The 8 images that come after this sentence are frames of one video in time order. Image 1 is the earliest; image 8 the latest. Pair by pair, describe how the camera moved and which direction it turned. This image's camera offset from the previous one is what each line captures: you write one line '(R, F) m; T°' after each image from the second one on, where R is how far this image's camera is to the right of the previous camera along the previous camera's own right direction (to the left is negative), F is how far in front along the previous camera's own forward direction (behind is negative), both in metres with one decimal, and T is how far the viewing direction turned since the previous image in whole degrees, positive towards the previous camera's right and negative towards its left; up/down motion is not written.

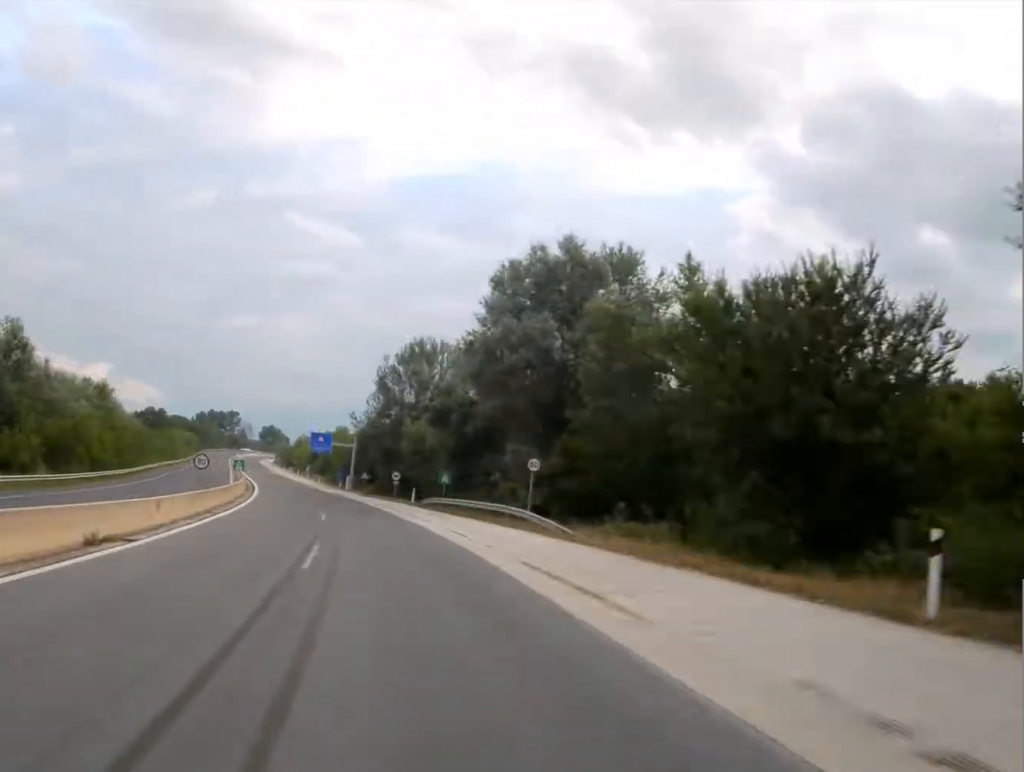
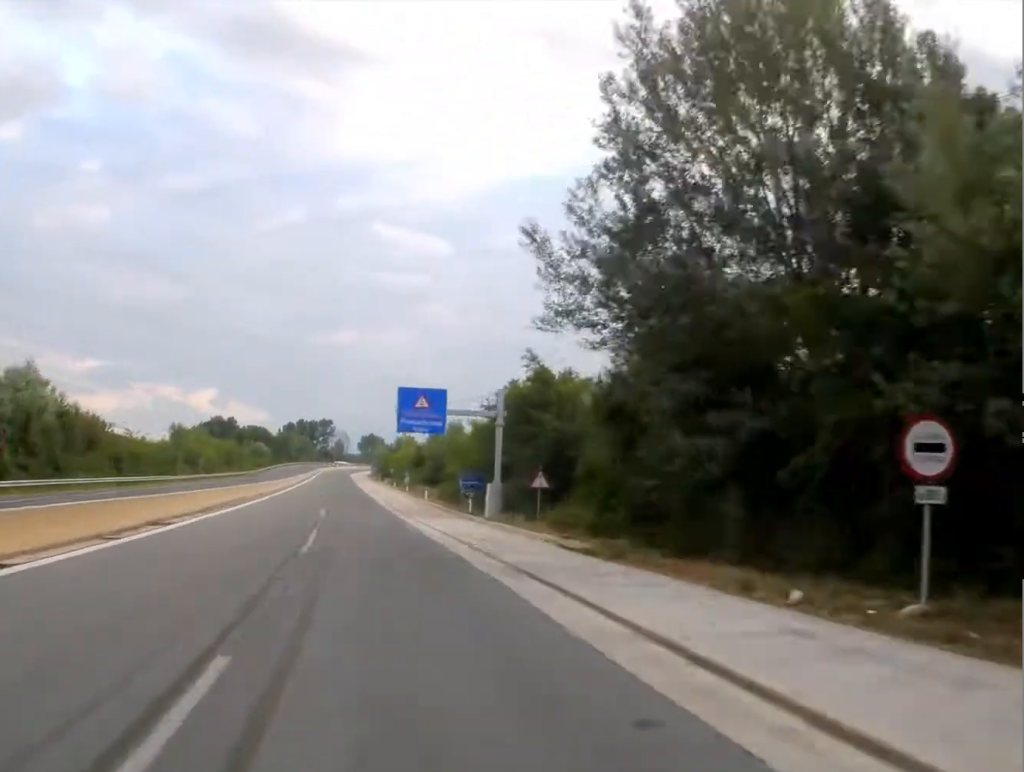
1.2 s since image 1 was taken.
(-5.1, +69.9) m; -6°
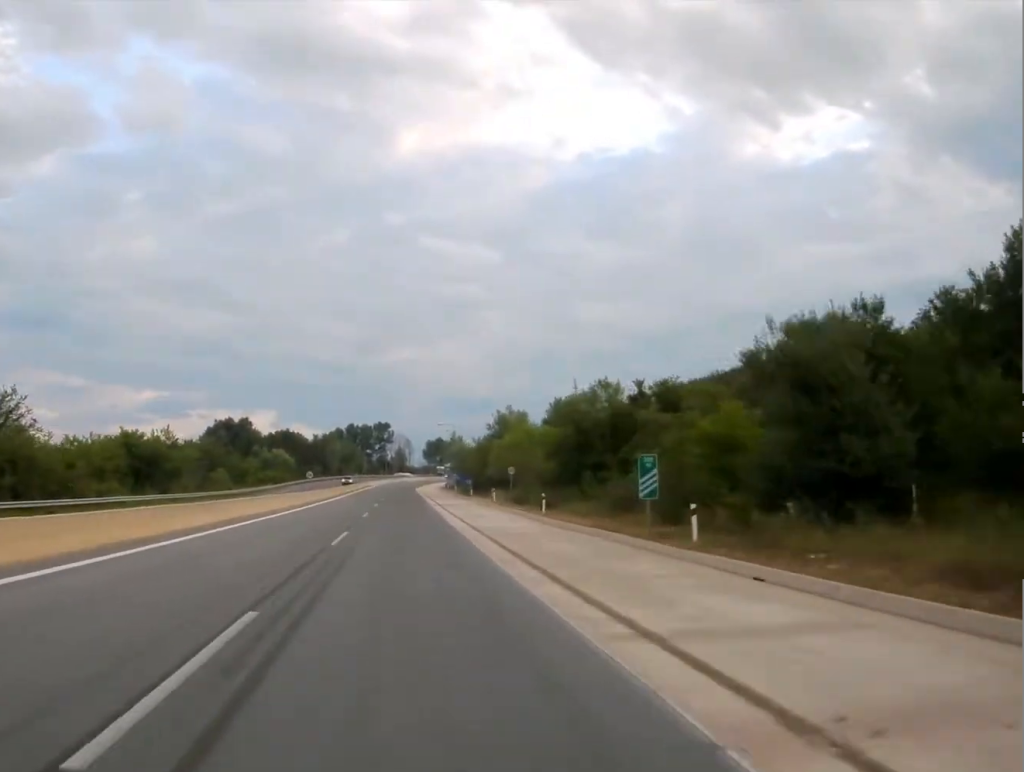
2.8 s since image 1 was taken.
(-4.7, +89.8) m; -4°
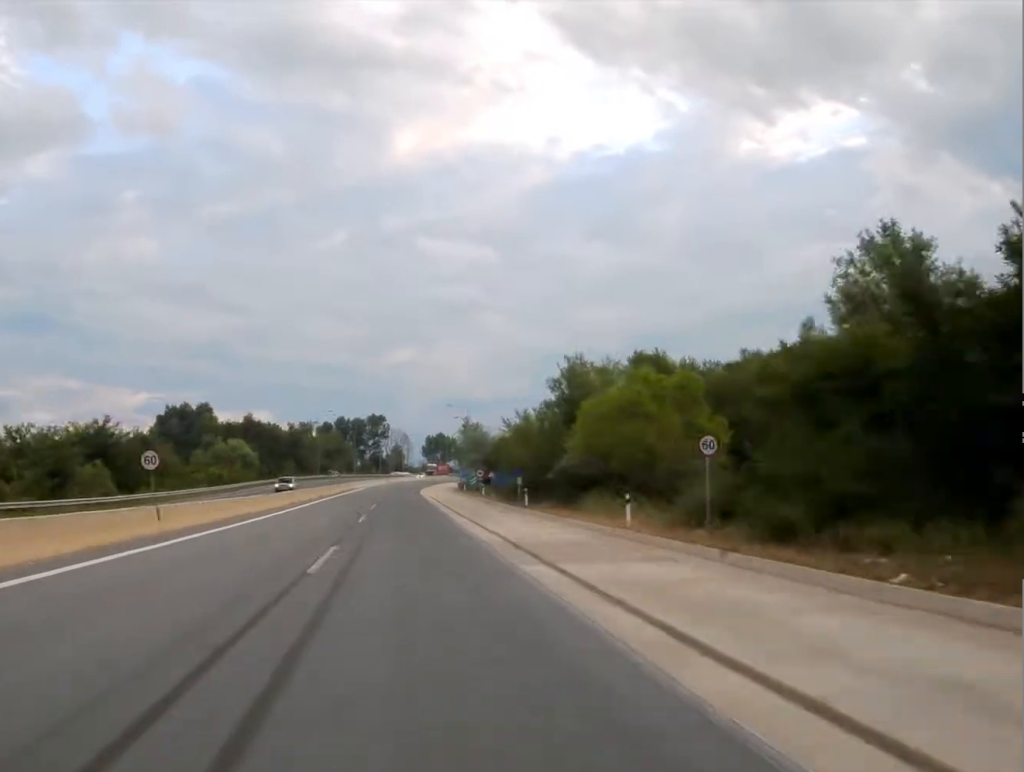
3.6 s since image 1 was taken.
(-0.2, +45.0) m; 0°
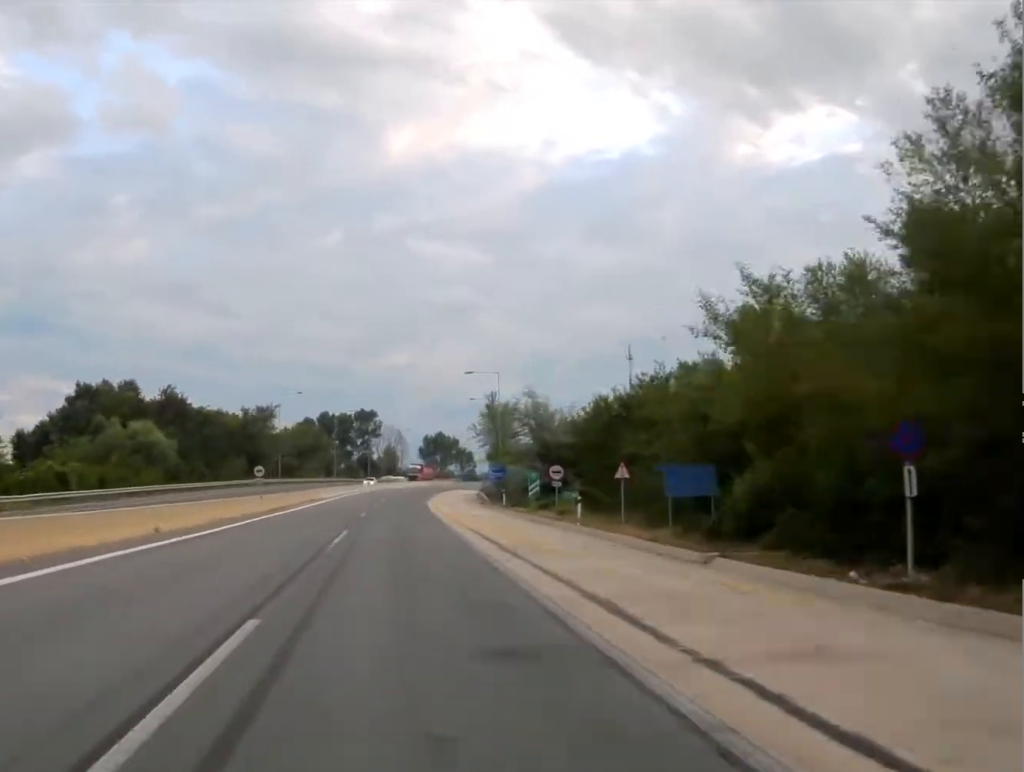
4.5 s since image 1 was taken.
(+0.1, +48.7) m; +1°
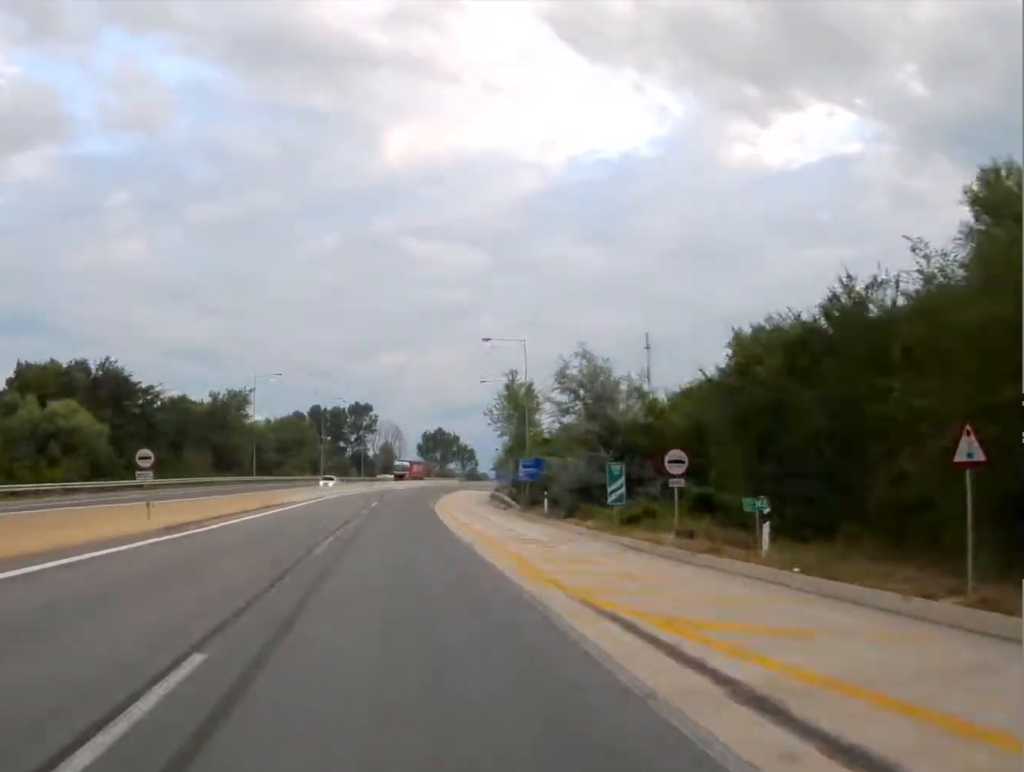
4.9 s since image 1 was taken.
(-0.1, +21.1) m; 0°
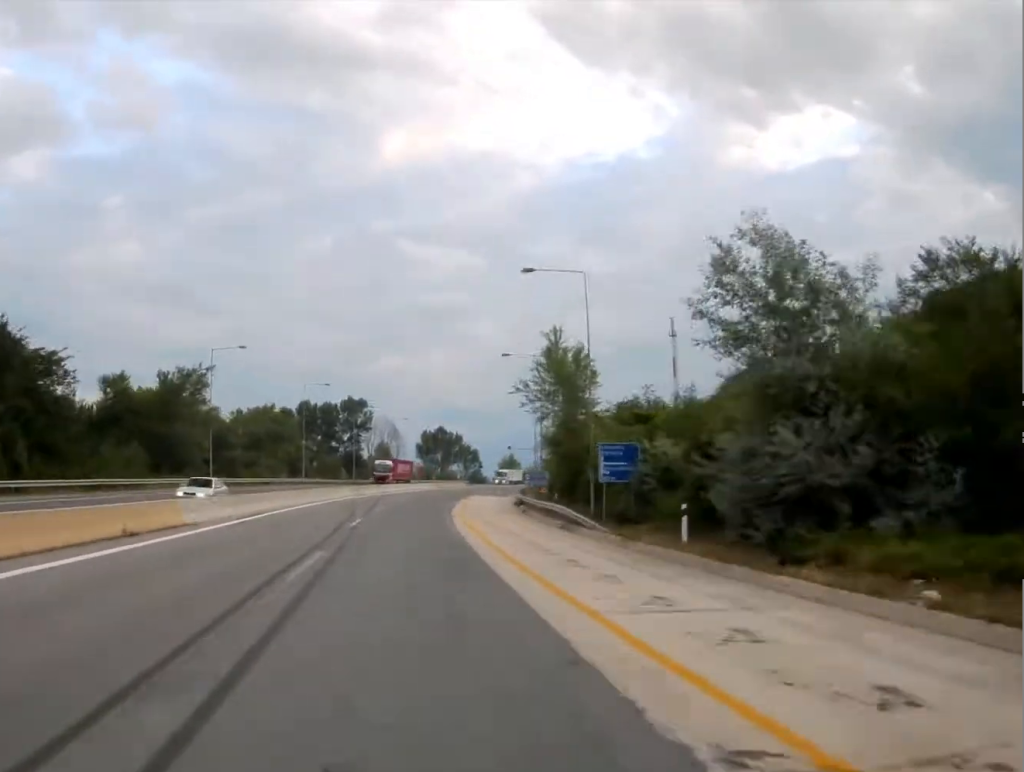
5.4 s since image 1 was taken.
(+0.4, +23.0) m; +1°
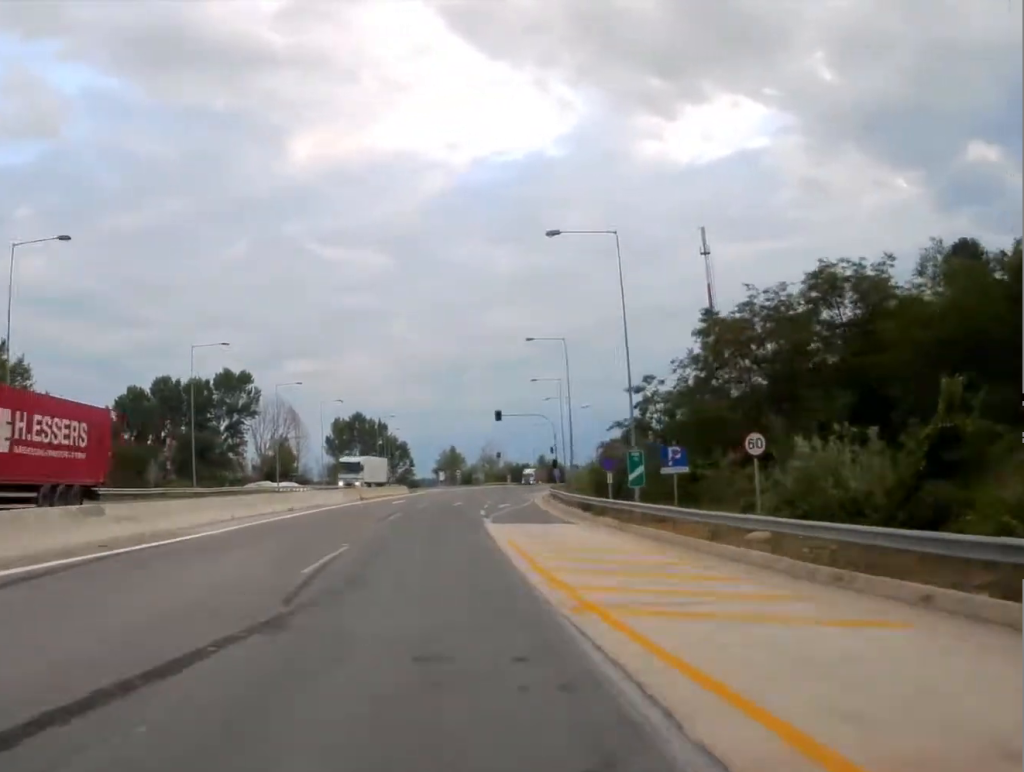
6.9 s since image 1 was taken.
(+2.0, +69.8) m; +5°
